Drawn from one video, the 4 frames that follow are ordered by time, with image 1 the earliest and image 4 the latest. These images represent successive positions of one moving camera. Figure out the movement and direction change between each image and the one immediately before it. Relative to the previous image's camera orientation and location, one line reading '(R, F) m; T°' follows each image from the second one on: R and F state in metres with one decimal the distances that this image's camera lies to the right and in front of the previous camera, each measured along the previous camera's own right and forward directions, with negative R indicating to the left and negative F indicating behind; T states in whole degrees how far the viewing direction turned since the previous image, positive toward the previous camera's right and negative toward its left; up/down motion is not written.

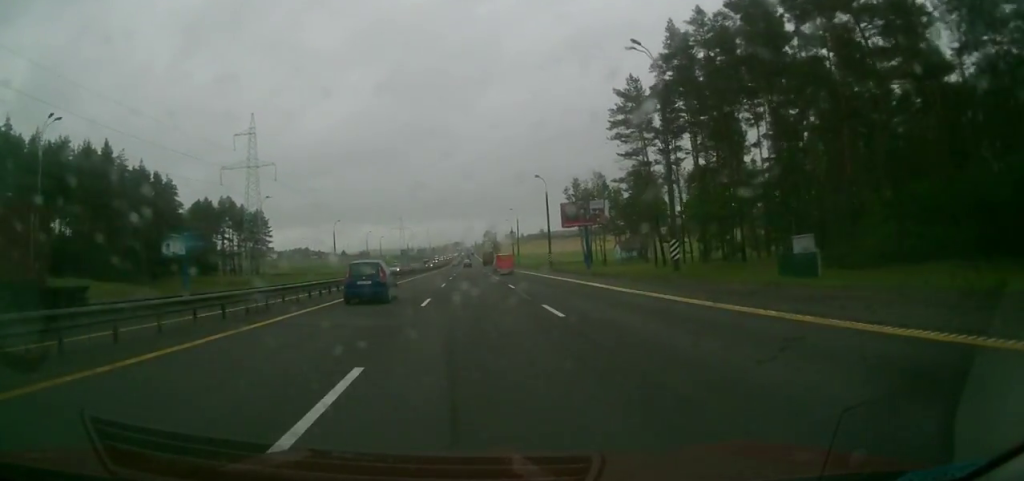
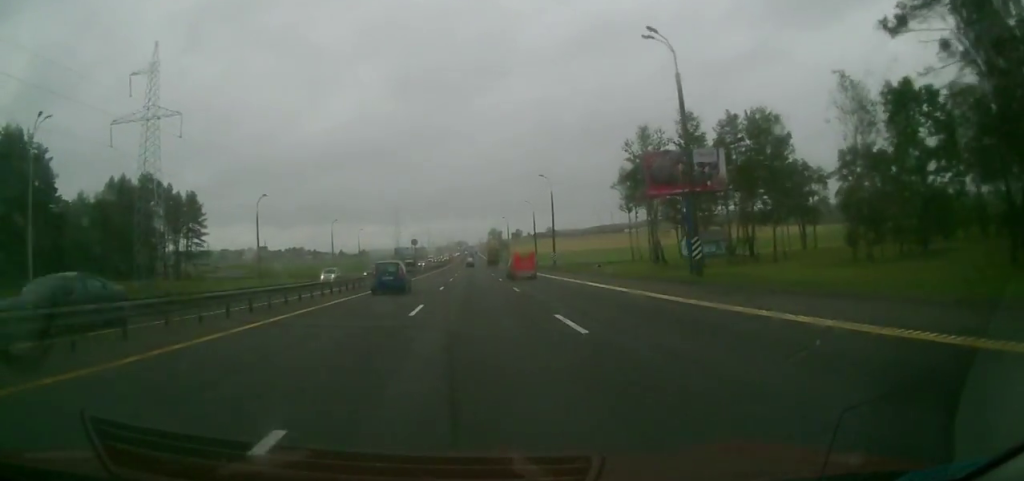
(-0.1, +51.7) m; 0°
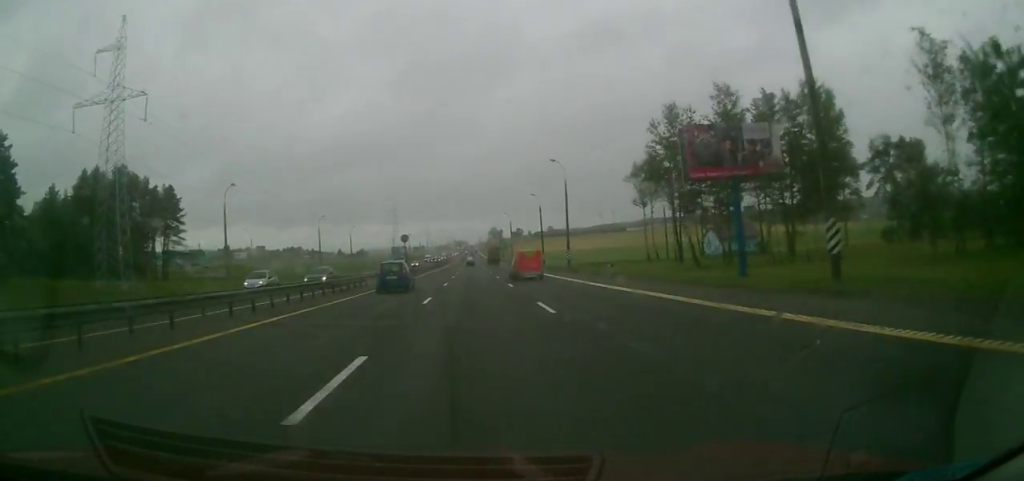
(0.0, +11.8) m; 0°
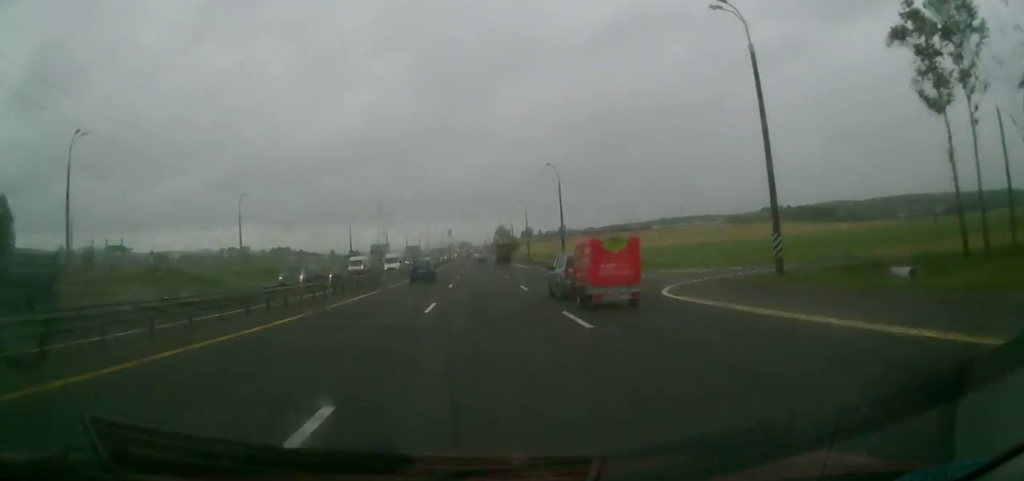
(-0.9, +84.3) m; -1°
